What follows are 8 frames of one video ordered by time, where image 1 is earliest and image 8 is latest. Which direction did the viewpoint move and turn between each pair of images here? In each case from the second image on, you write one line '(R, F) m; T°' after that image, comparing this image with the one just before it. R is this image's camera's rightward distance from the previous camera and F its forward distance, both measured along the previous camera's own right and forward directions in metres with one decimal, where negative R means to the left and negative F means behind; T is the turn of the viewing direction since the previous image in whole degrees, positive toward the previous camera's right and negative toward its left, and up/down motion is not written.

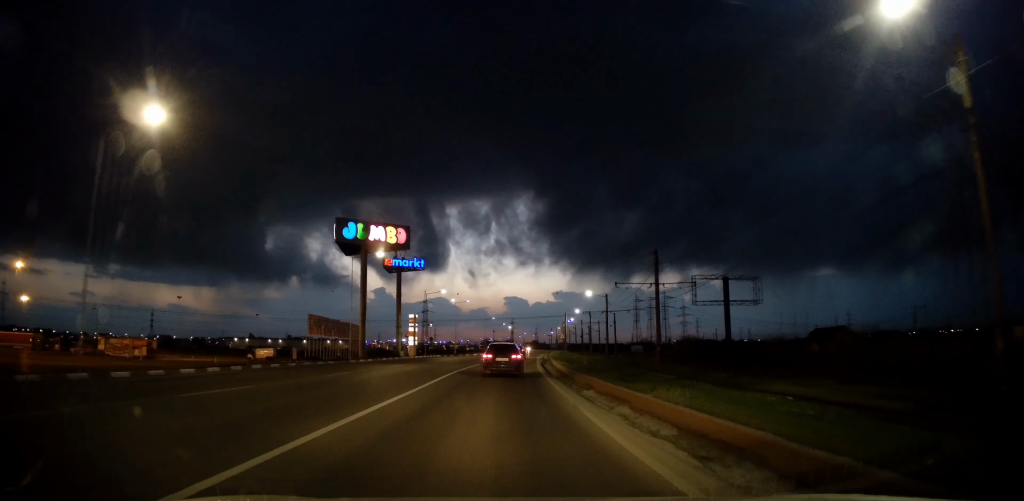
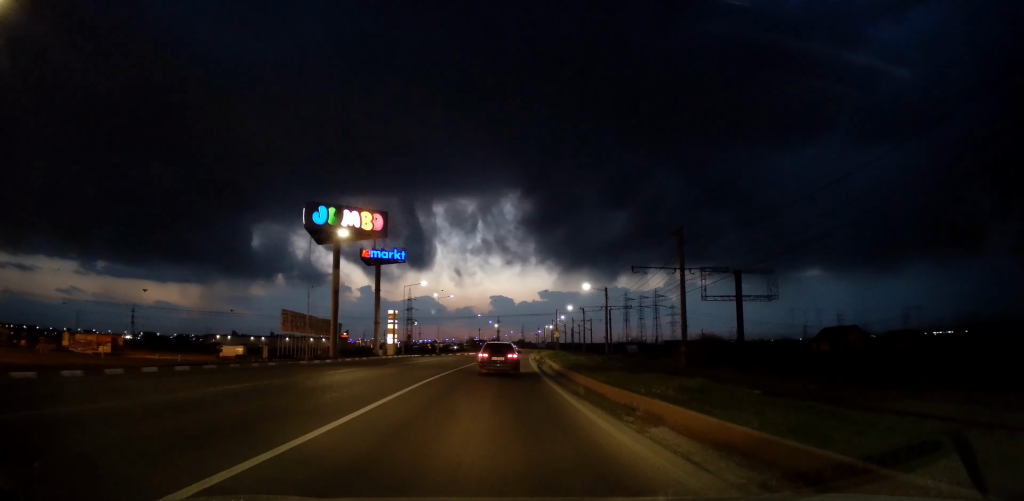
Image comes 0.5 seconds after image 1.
(0.0, +7.7) m; +1°
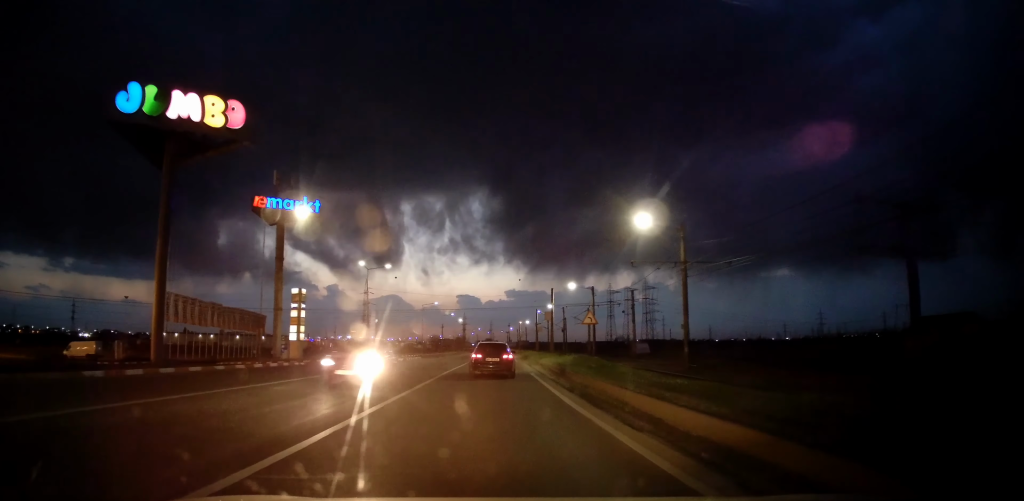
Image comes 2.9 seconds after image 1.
(+1.6, +34.7) m; +3°
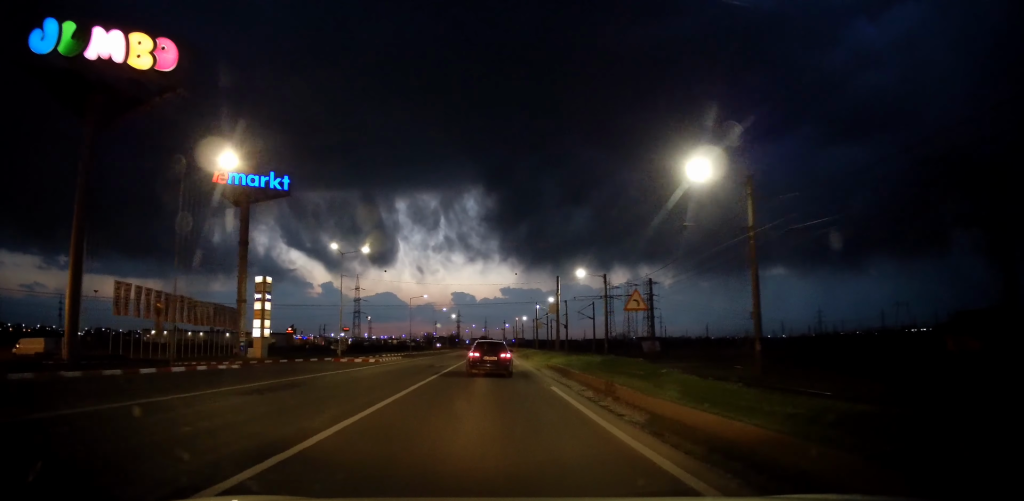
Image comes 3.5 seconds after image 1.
(-0.1, +9.3) m; +1°
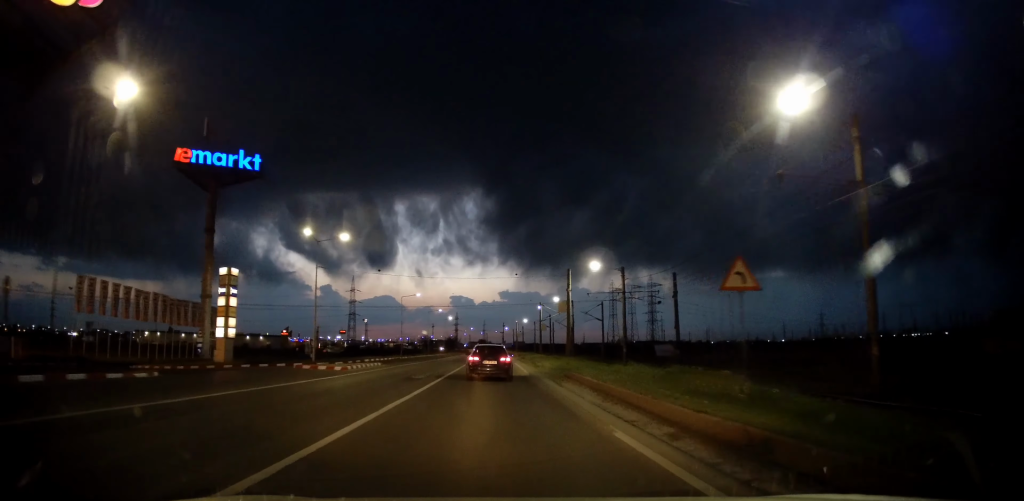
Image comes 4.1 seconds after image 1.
(+0.3, +7.8) m; +1°
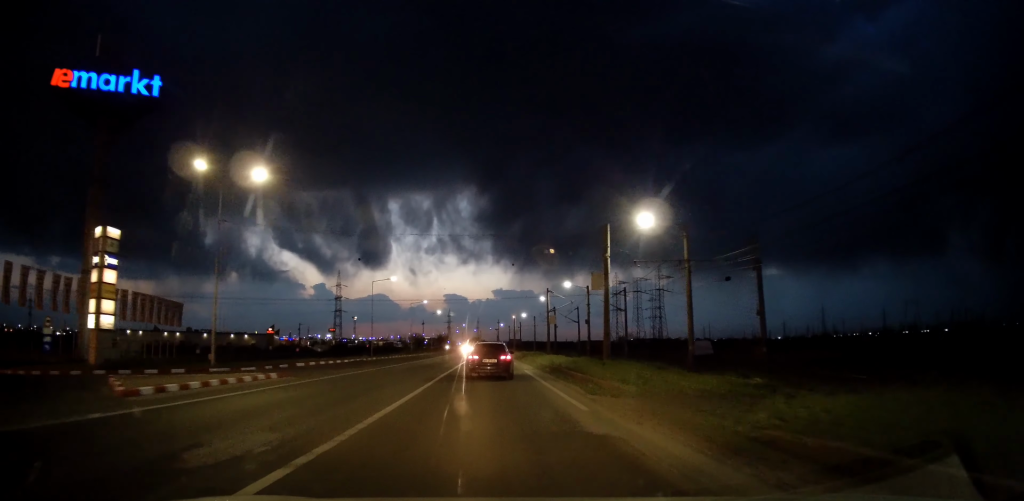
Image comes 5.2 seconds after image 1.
(+0.2, +16.5) m; -2°
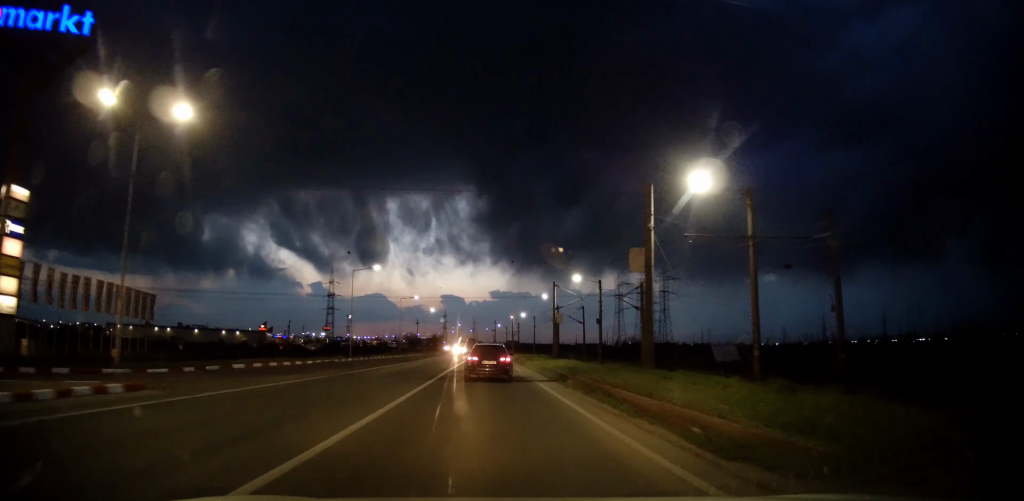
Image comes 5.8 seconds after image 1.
(-0.3, +8.2) m; 0°
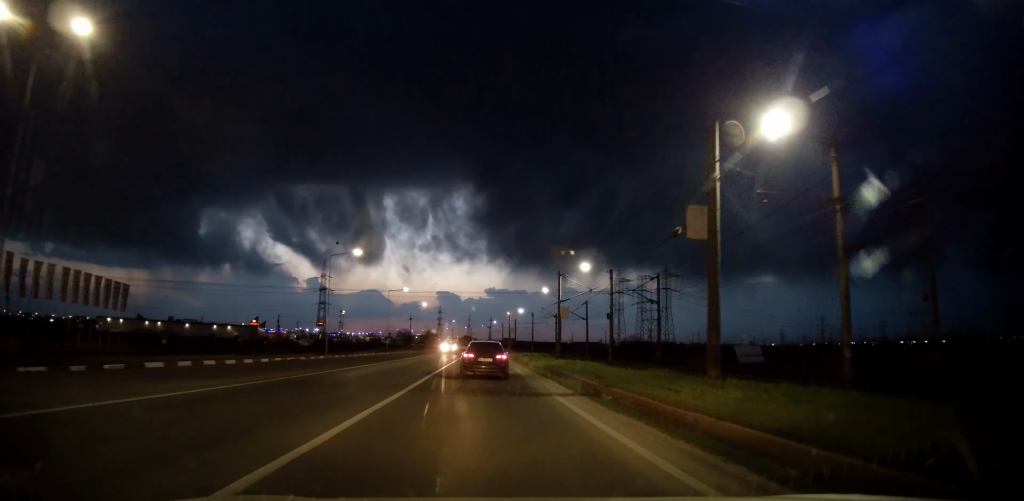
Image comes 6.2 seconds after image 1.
(-0.4, +6.7) m; 0°
